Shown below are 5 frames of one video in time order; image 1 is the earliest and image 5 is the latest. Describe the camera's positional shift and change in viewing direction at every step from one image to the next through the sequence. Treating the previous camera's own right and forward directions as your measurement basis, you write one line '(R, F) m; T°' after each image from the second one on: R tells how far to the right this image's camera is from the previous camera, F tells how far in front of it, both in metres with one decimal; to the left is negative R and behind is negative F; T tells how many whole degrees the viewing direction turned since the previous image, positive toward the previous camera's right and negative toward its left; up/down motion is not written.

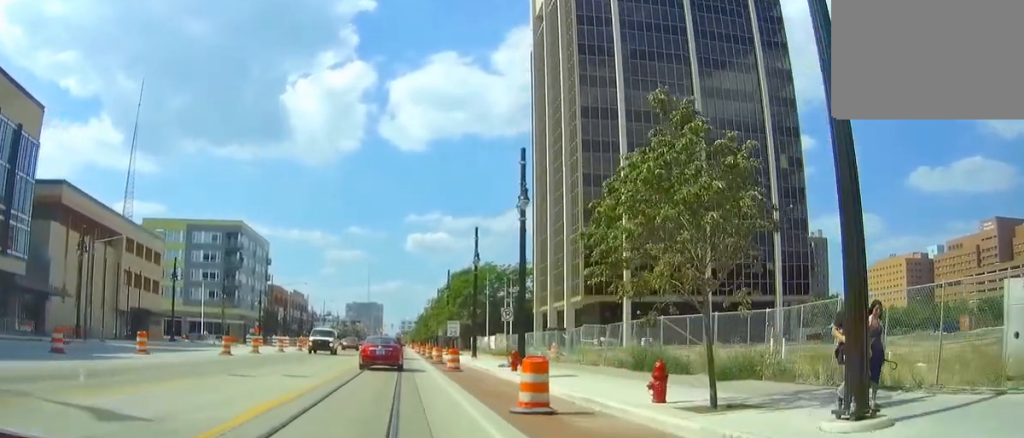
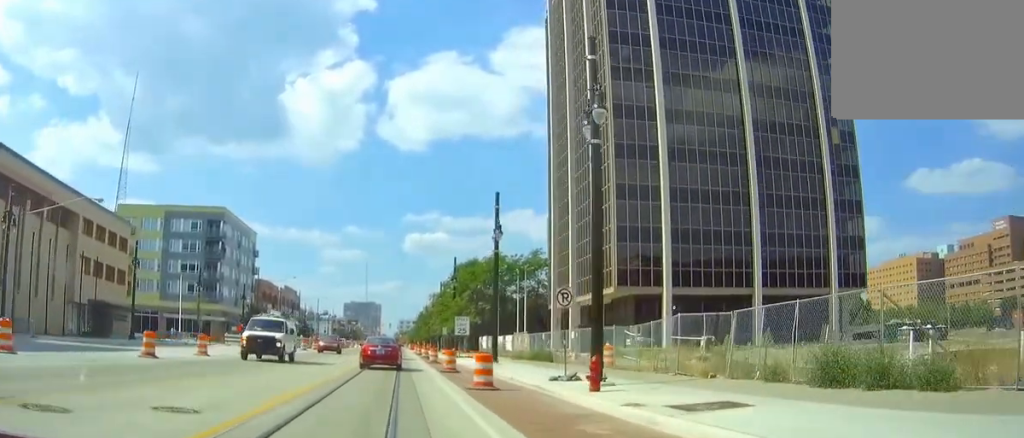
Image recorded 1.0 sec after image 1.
(+0.5, +16.0) m; +3°
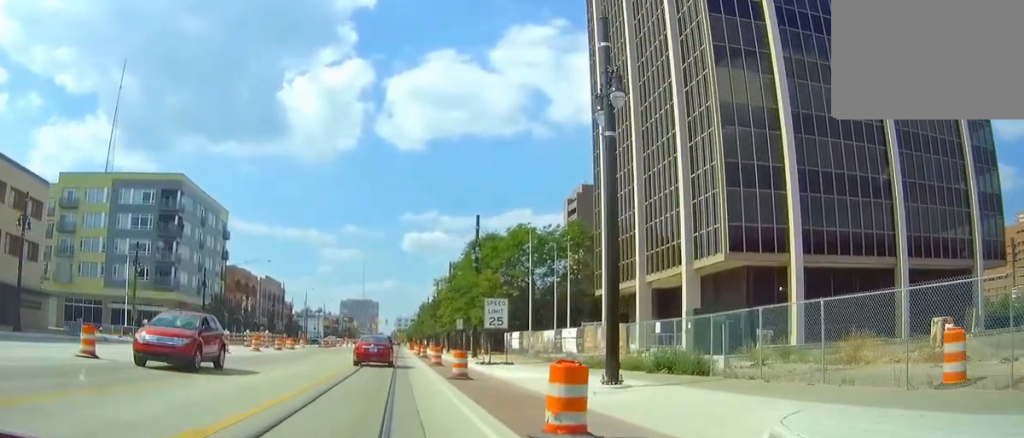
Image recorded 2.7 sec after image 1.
(+0.7, +29.0) m; +1°
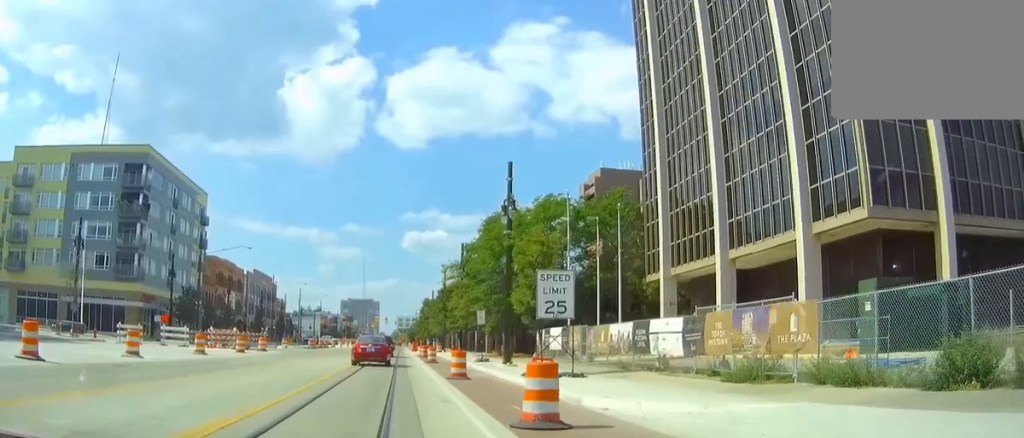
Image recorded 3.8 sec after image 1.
(0.0, +17.3) m; -1°
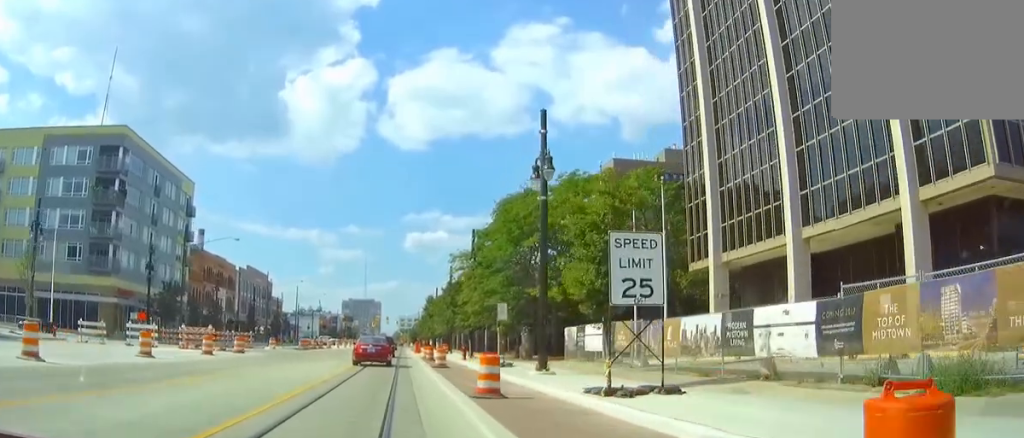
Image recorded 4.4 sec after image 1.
(-0.1, +8.6) m; -2°
